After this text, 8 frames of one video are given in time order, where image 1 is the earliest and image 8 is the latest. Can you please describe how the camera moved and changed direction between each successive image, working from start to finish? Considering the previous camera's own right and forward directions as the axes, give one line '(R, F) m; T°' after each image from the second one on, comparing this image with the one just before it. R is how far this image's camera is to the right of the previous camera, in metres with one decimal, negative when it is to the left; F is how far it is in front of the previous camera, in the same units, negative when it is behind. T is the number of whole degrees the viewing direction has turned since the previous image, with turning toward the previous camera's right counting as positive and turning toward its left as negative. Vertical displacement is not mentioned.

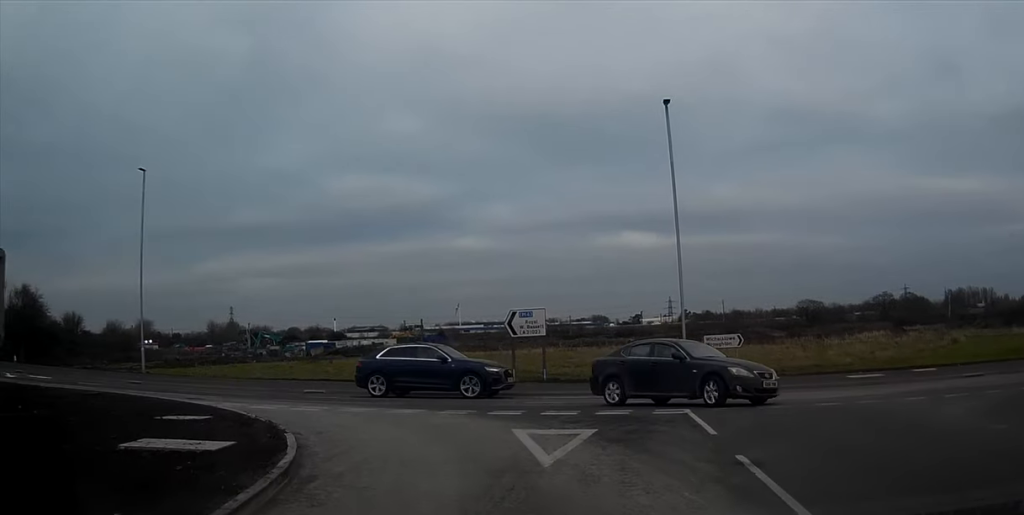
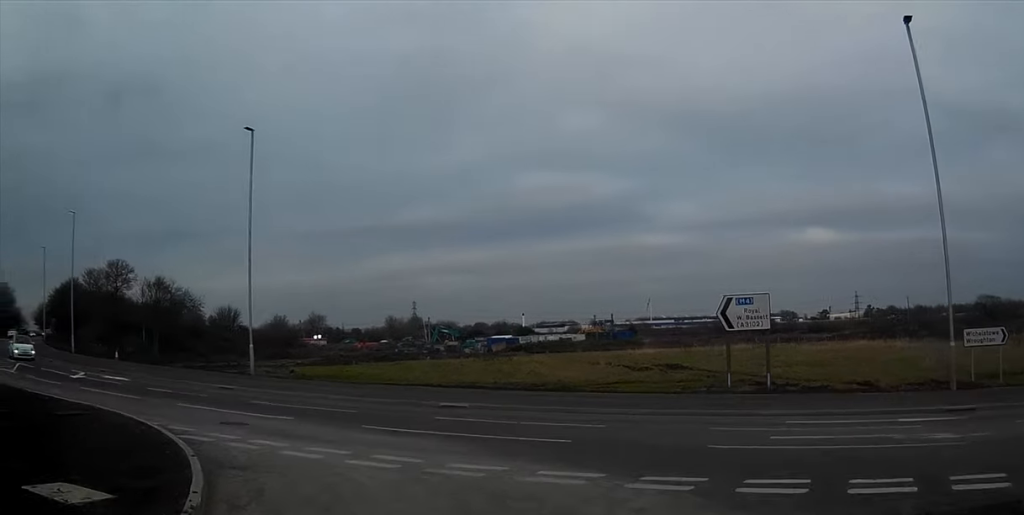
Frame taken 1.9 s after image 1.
(-1.1, +7.8) m; -22°
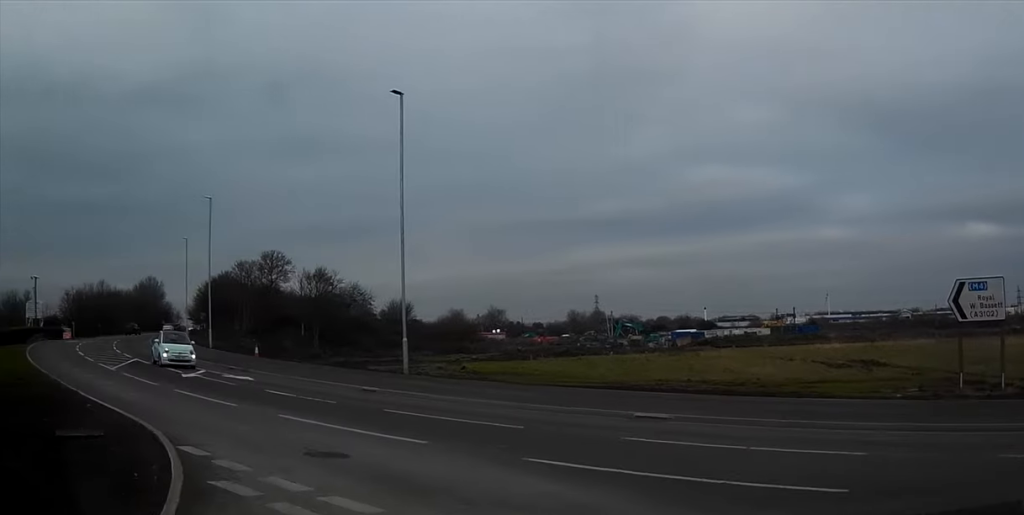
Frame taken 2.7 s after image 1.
(-0.4, +4.0) m; -16°
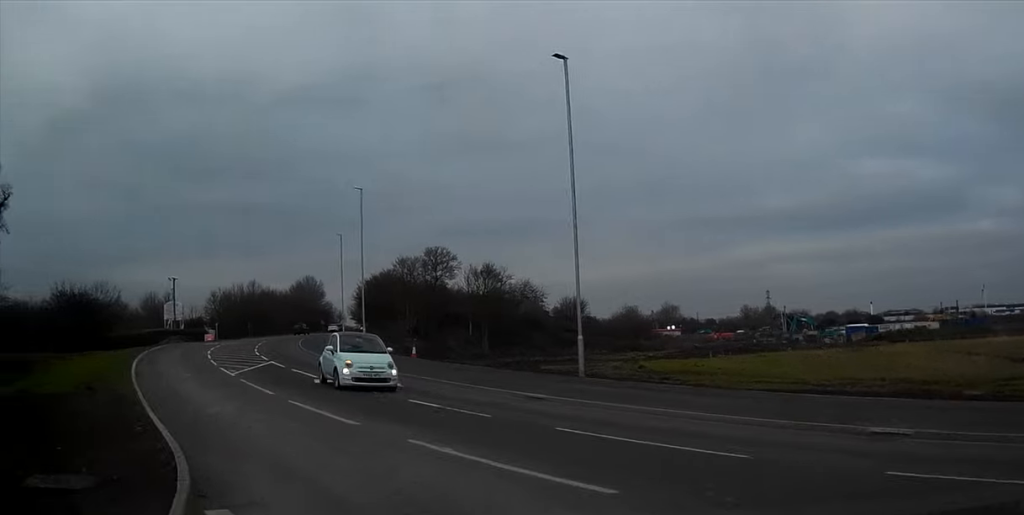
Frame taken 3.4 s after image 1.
(-0.6, +3.4) m; -12°
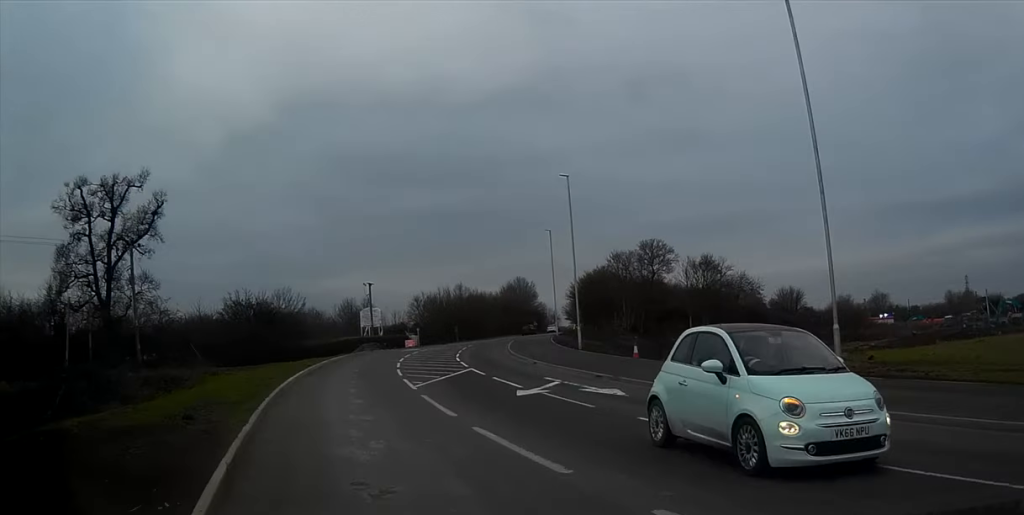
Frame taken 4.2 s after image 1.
(-0.4, +4.2) m; -12°
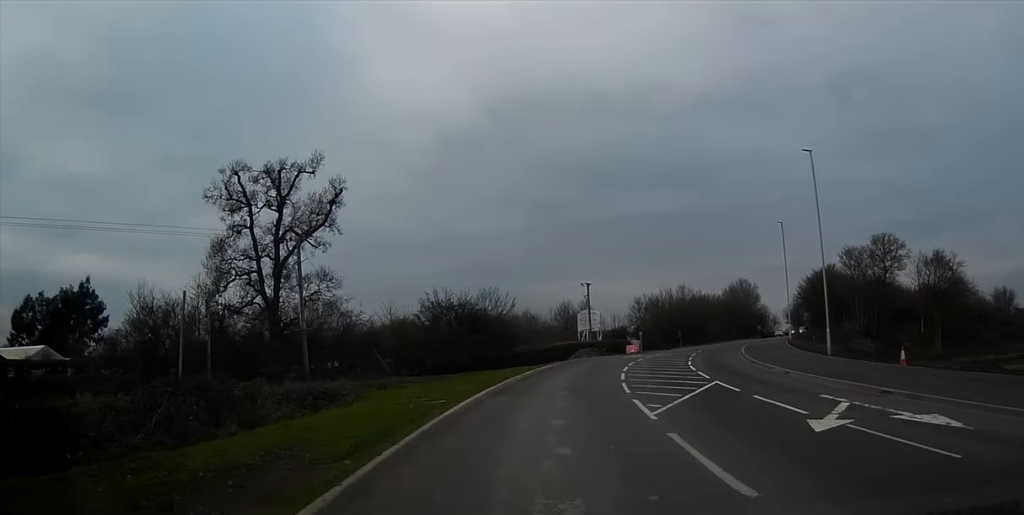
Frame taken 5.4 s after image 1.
(-0.8, +7.2) m; -7°
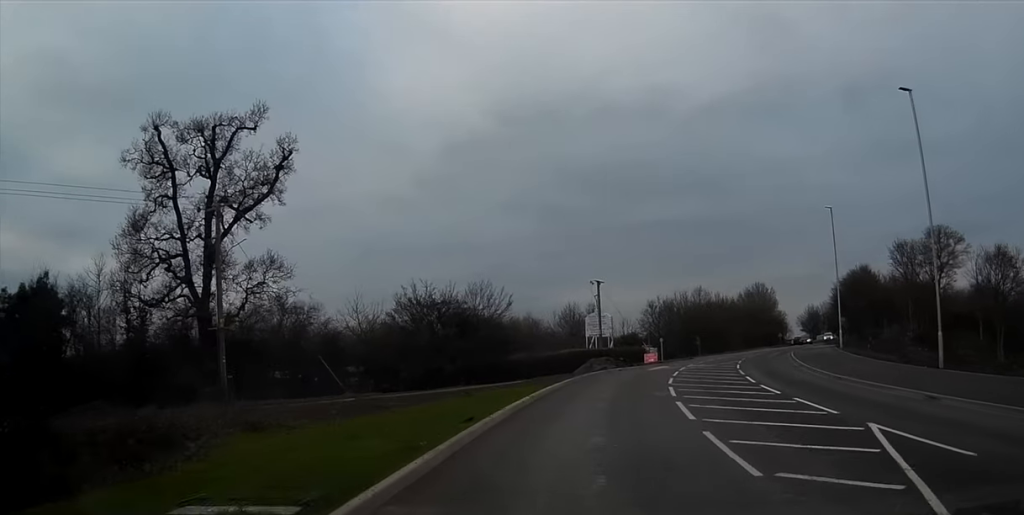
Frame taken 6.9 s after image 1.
(-0.1, +11.8) m; 0°
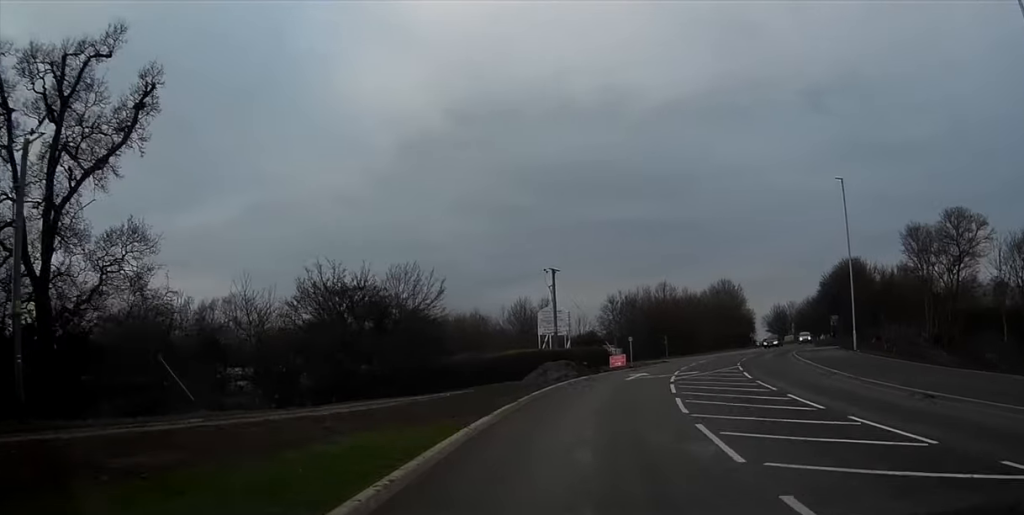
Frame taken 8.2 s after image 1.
(+0.1, +10.4) m; +3°
